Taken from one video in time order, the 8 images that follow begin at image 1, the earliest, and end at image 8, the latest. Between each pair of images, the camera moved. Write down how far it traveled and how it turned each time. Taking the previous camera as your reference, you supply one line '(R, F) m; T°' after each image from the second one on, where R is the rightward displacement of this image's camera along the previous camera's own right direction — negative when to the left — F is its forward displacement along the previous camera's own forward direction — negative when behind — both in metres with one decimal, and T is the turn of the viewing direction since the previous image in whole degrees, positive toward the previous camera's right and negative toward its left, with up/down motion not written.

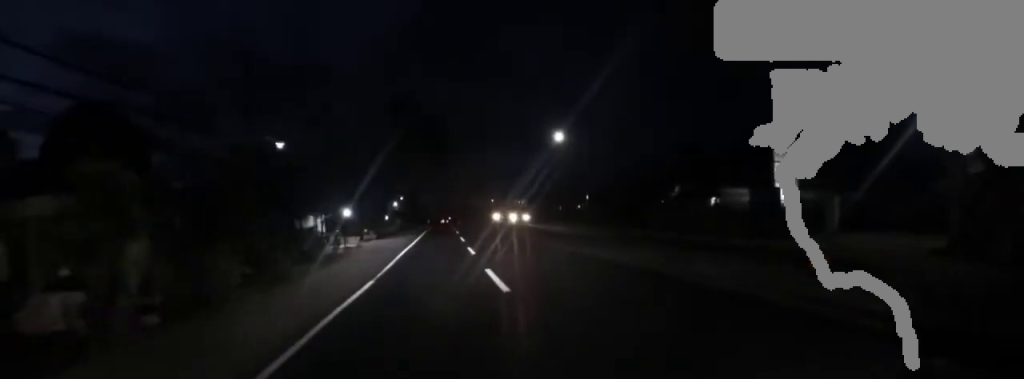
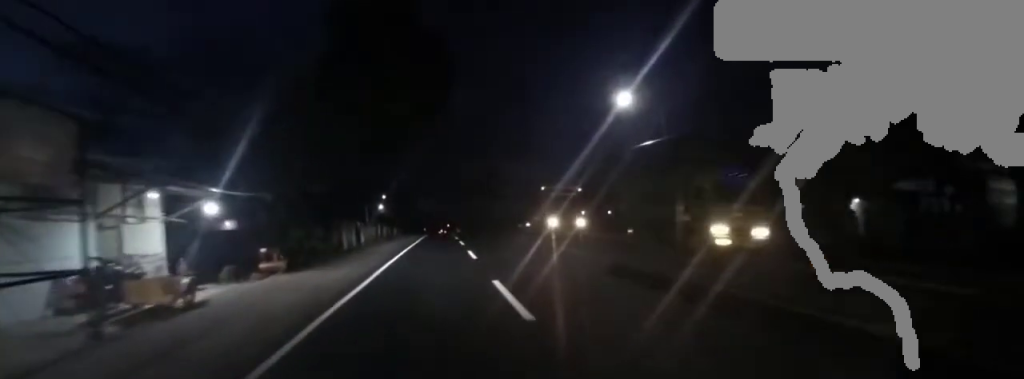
(-2.2, +18.8) m; -4°
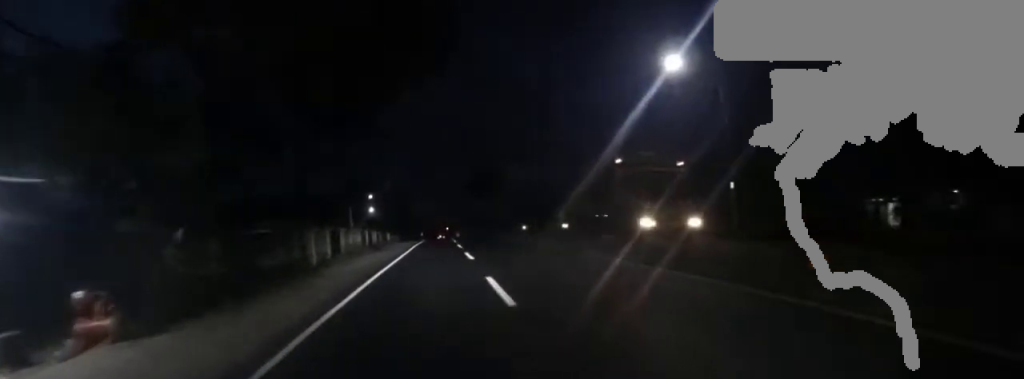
(-0.3, +7.8) m; +3°
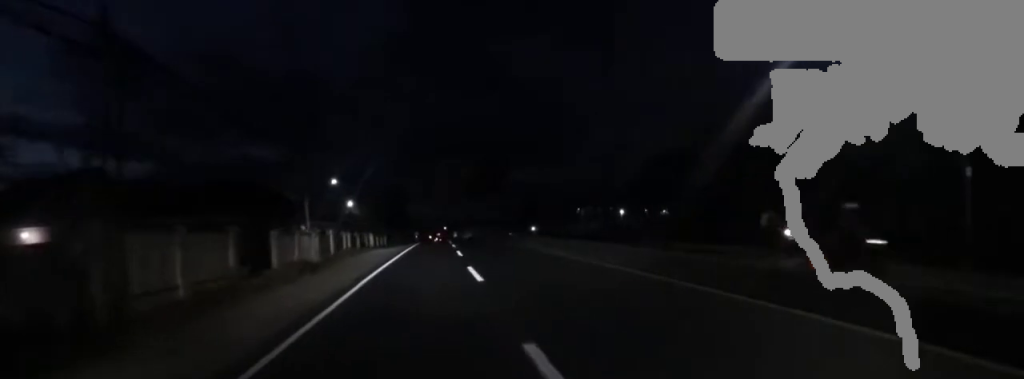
(+1.3, +13.1) m; 0°
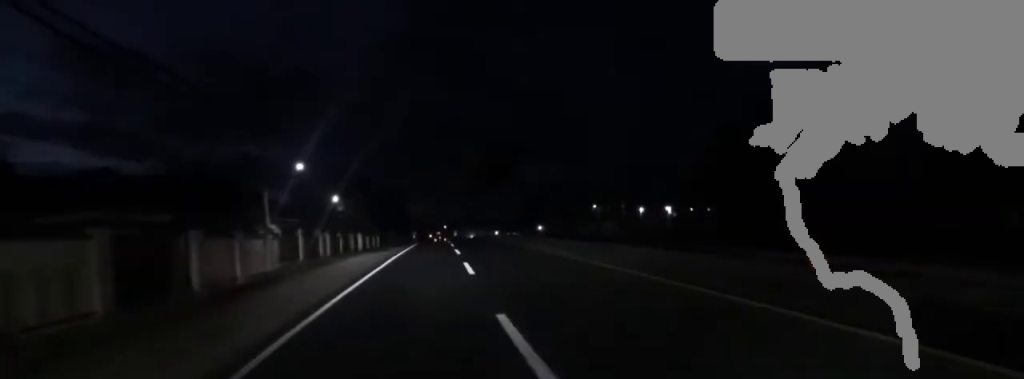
(-0.7, +6.8) m; 0°
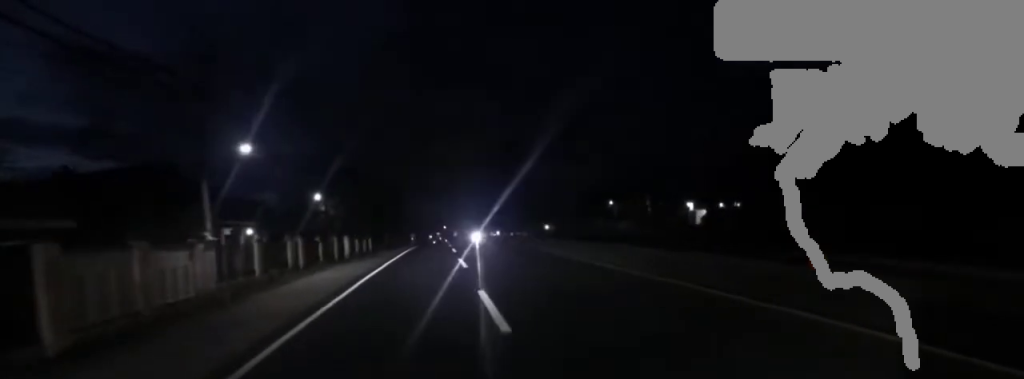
(-0.6, +5.9) m; 0°
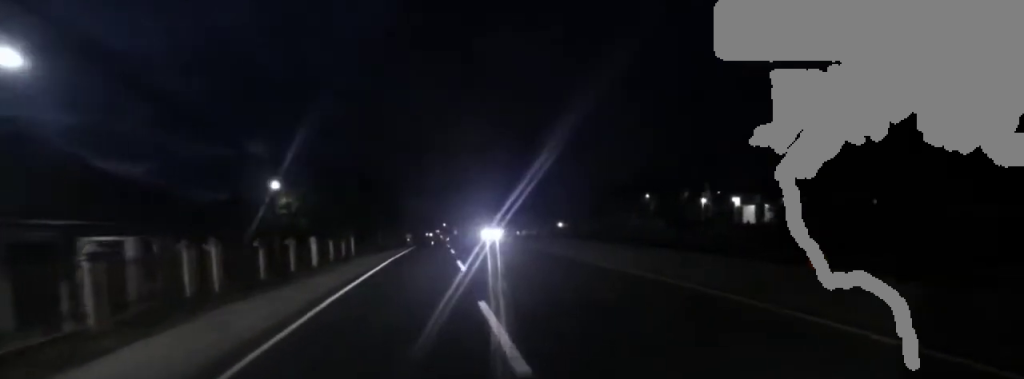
(+0.8, +9.4) m; +1°
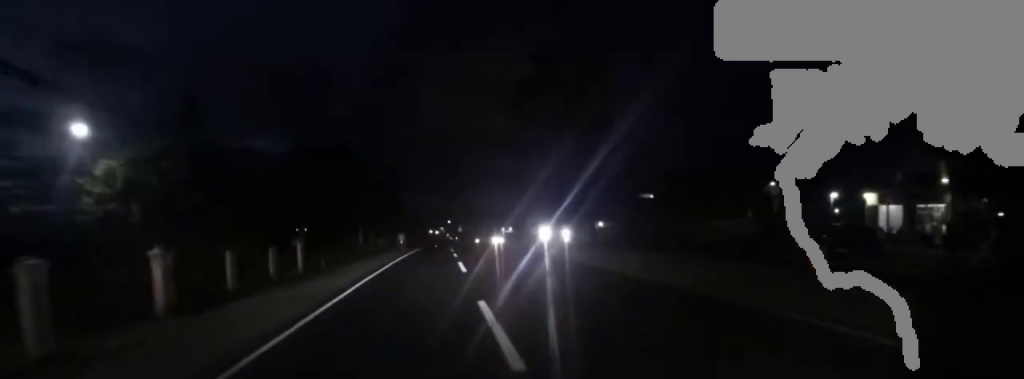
(-0.2, +16.6) m; +1°
